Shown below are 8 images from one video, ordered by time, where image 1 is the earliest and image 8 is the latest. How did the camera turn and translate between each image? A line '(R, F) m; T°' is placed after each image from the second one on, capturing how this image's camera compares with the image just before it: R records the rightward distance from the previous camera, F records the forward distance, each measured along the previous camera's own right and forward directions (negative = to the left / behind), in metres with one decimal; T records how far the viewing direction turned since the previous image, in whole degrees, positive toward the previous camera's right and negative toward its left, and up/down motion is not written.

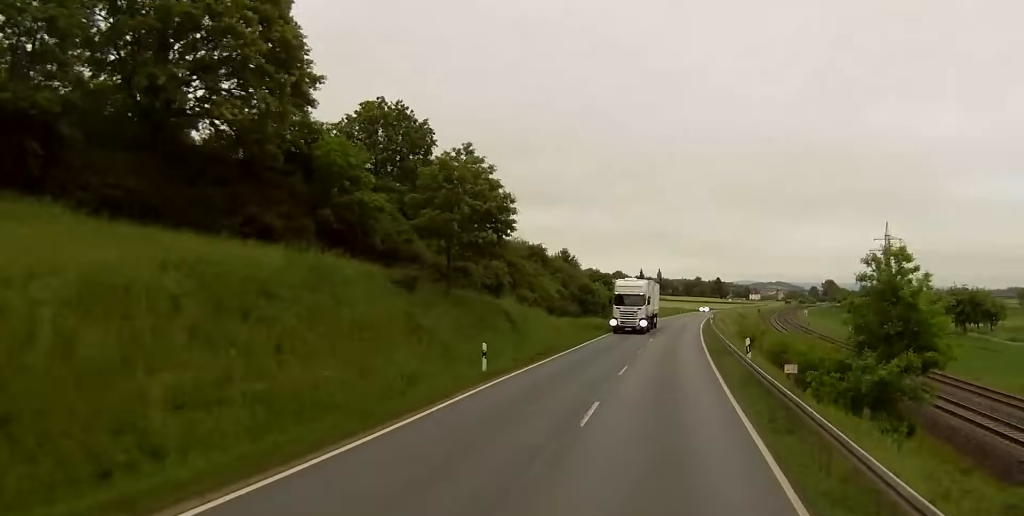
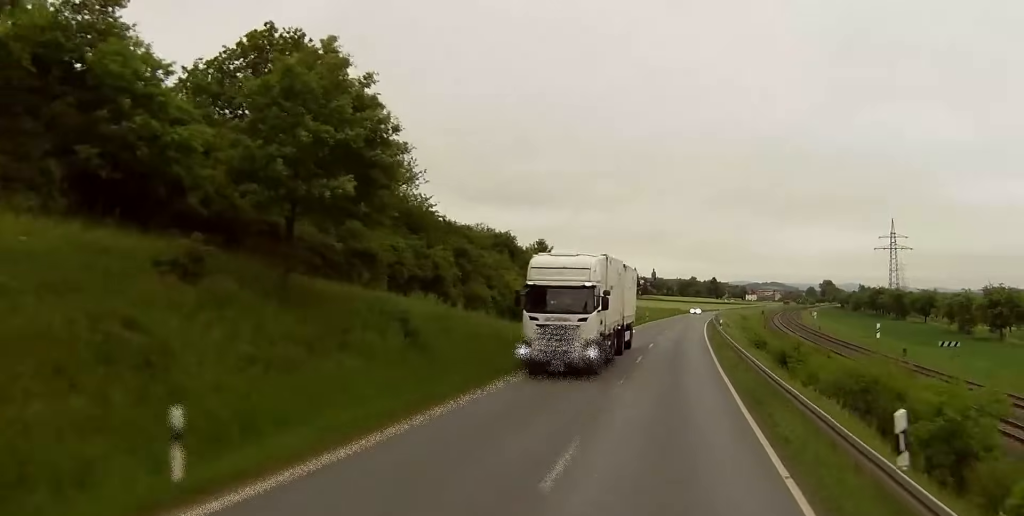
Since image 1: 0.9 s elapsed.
(0.0, +18.0) m; +1°
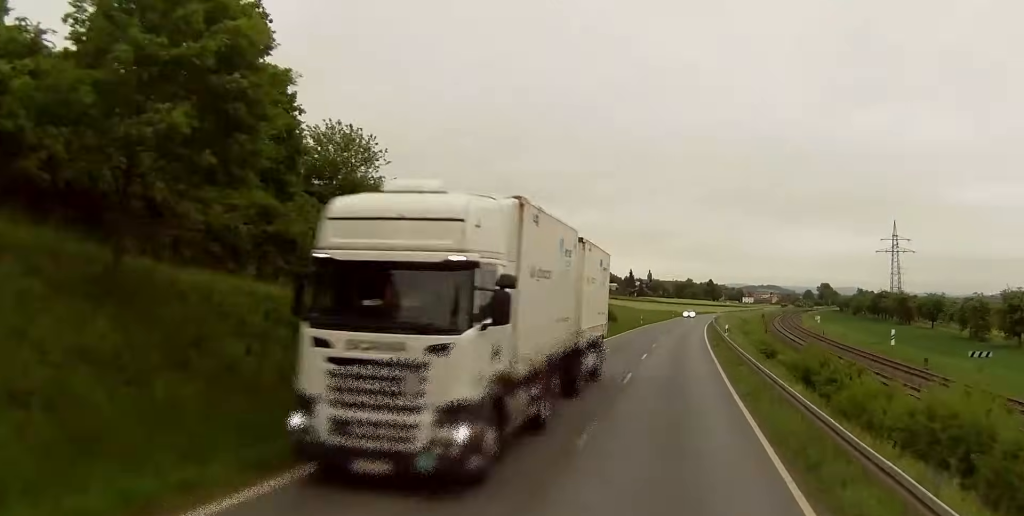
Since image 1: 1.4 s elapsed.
(0.0, +8.3) m; +1°
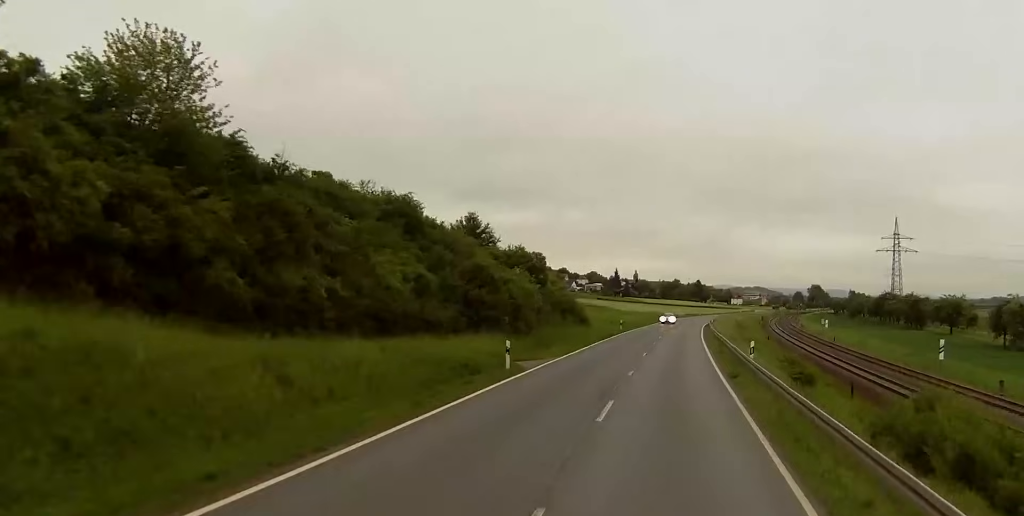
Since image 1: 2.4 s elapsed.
(+0.4, +20.5) m; 0°
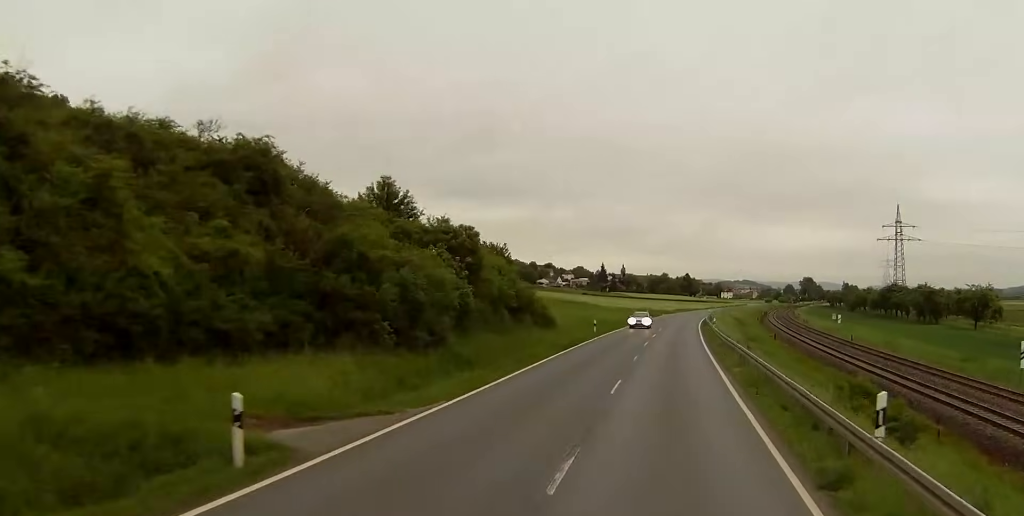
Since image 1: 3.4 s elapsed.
(-0.2, +19.2) m; -1°
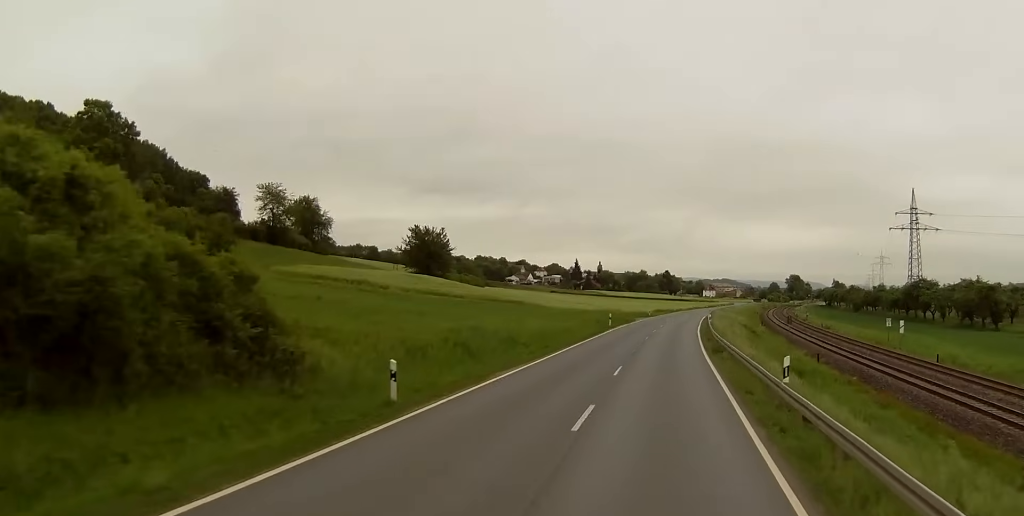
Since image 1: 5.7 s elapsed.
(+0.8, +42.9) m; +2°
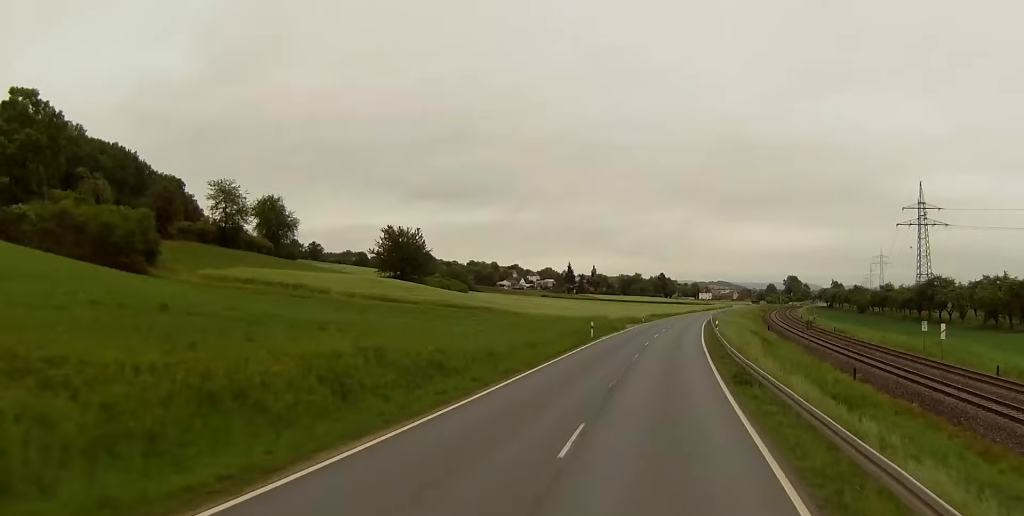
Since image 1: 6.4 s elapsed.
(0.0, +14.1) m; +1°
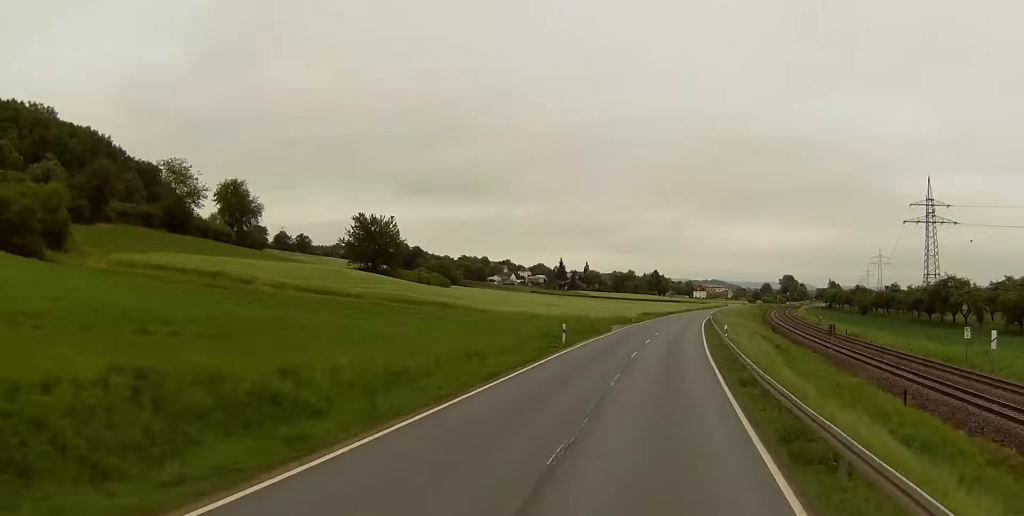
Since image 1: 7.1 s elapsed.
(+0.4, +12.8) m; 0°
